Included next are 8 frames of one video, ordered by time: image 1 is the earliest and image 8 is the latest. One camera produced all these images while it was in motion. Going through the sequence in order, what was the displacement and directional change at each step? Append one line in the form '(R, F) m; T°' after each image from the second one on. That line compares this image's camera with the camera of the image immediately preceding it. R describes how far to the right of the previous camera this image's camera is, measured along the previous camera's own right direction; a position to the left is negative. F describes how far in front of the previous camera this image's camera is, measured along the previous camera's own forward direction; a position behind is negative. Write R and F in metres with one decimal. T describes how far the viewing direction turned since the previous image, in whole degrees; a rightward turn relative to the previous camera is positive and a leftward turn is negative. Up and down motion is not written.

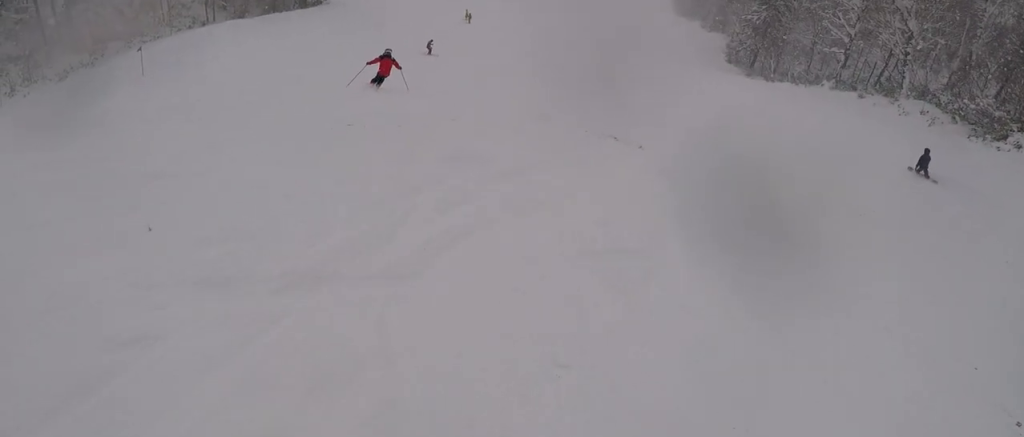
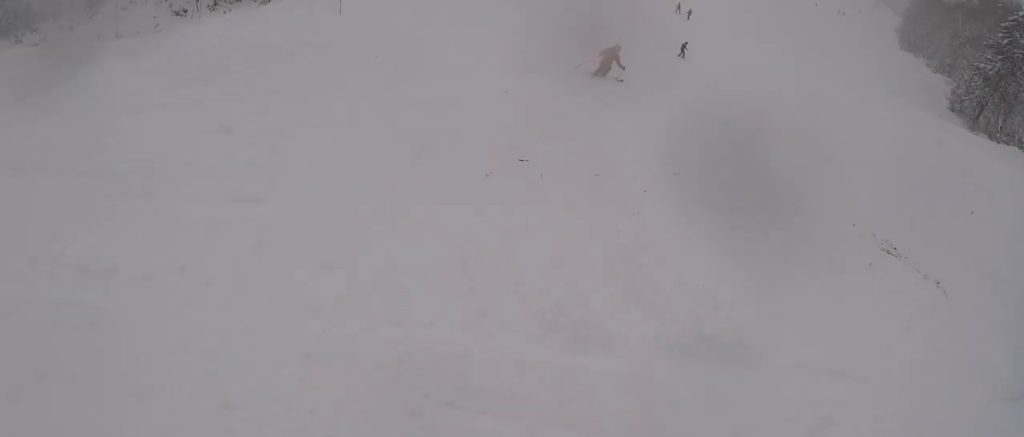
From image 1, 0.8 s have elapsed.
(-0.9, +2.6) m; -16°
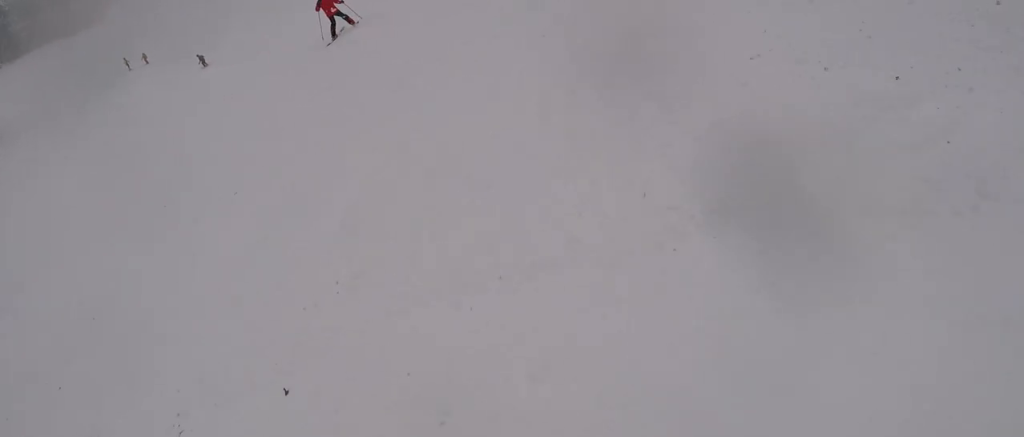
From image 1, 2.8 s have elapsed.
(+1.9, +6.8) m; +46°
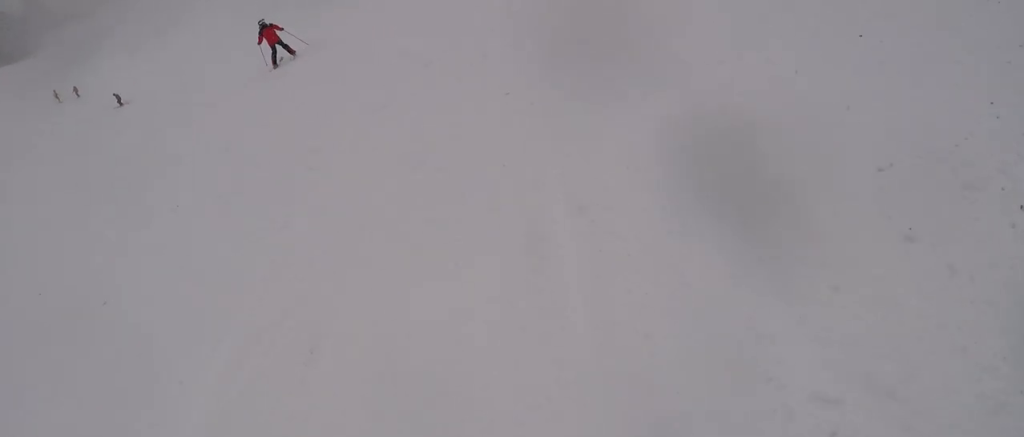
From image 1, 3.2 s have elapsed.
(+0.2, +1.9) m; +10°
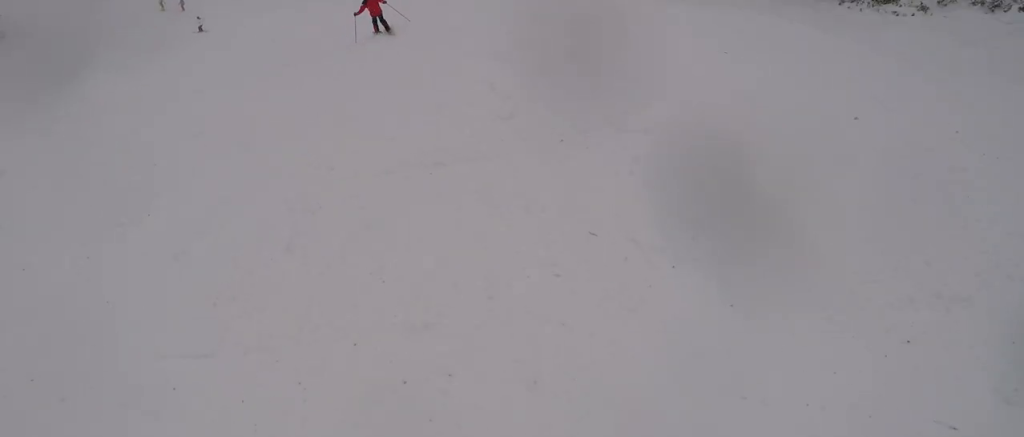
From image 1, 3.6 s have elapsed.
(+0.2, +1.9) m; -11°
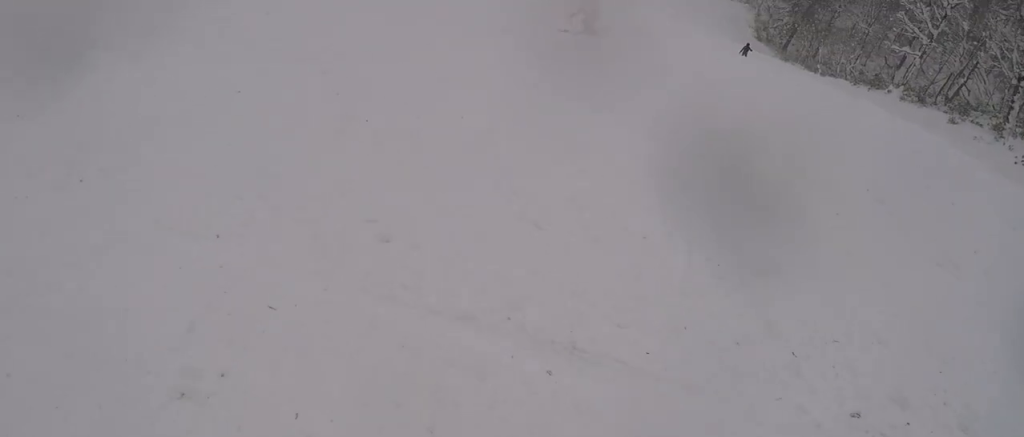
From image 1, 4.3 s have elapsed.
(+0.9, +2.6) m; -25°
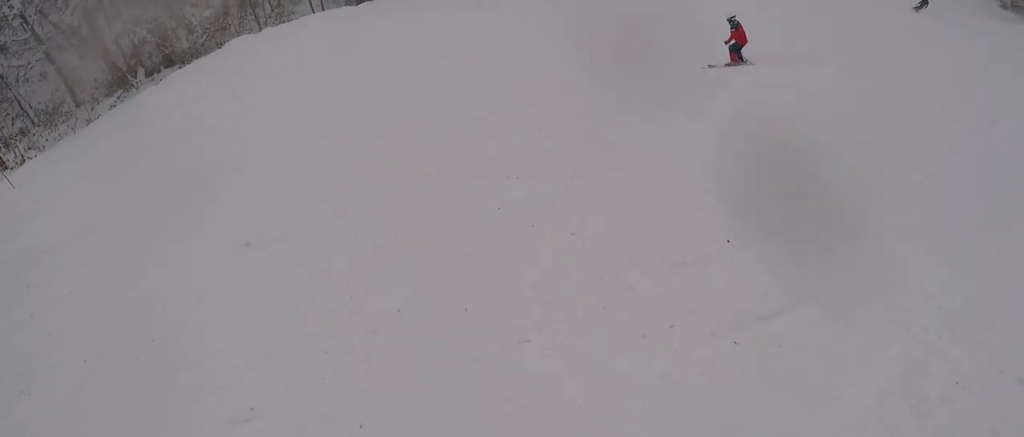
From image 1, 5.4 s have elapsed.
(-2.9, +4.1) m; -18°
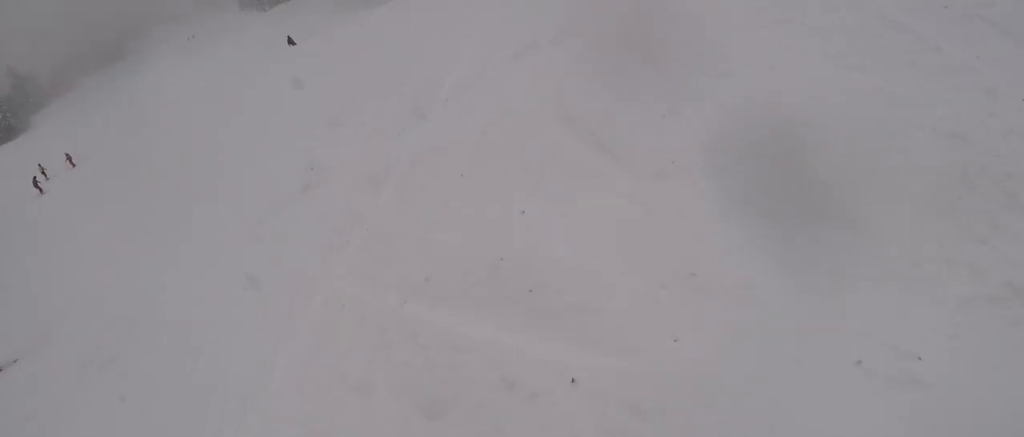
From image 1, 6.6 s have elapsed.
(+2.4, +5.5) m; +32°
